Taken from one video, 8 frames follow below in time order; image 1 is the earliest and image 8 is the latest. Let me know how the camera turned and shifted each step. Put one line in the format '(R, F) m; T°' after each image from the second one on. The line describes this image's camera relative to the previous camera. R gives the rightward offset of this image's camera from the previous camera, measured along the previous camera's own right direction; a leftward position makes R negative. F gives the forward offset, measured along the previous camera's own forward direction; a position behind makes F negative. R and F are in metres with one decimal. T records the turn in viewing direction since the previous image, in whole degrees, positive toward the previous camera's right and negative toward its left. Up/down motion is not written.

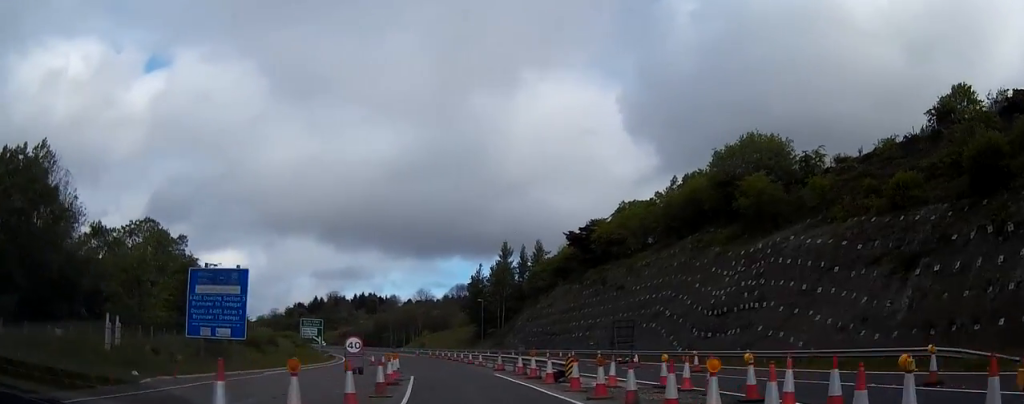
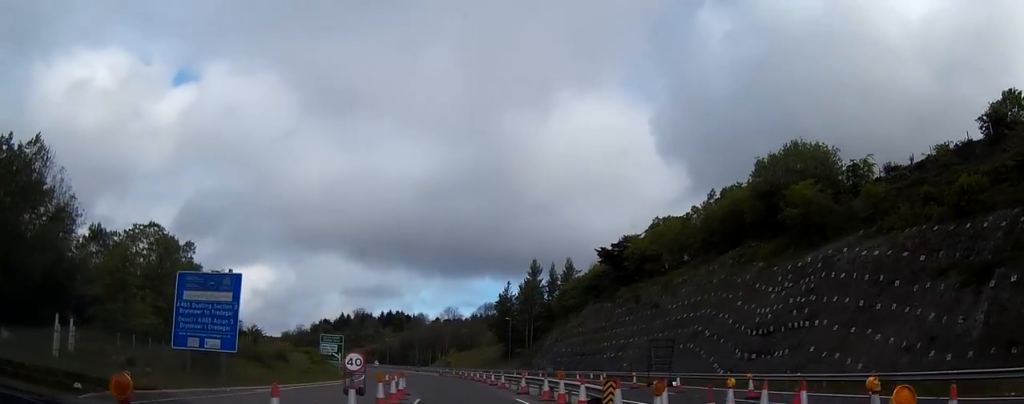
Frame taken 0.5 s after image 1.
(+0.1, +4.6) m; -1°
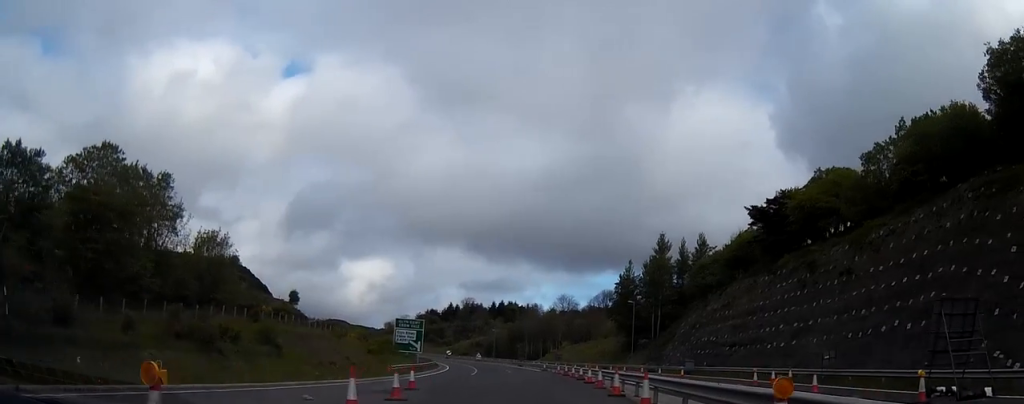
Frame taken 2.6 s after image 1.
(-1.3, +24.0) m; -8°
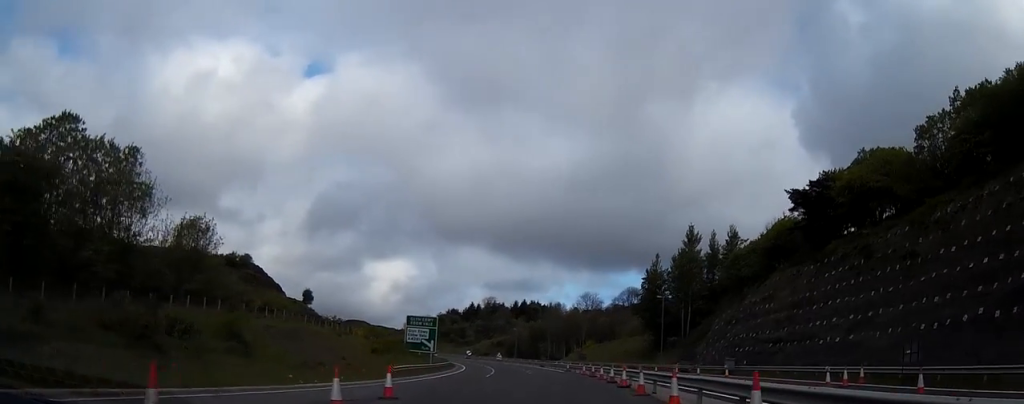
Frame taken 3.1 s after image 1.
(-0.1, +6.9) m; -3°
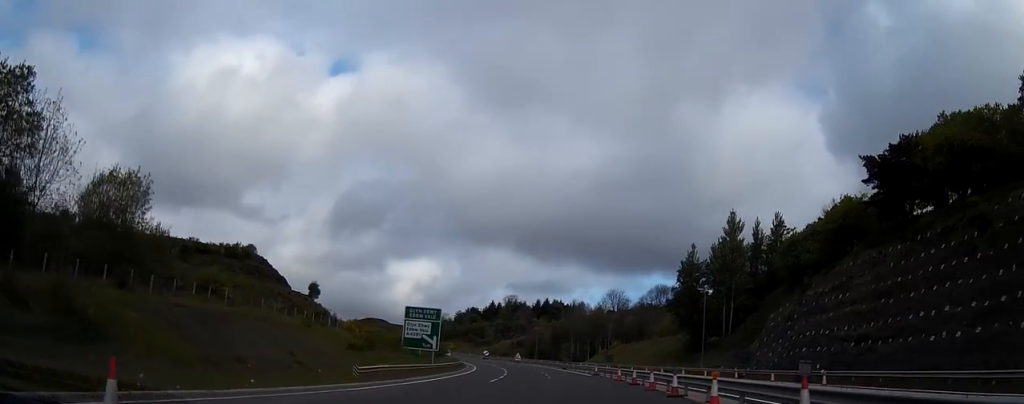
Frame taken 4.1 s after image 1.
(-0.6, +13.3) m; -4°
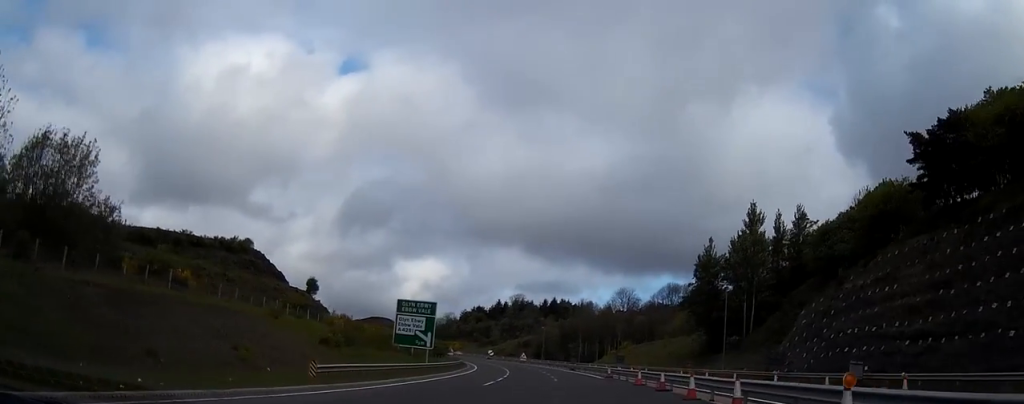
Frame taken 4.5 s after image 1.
(-0.2, +7.4) m; -1°
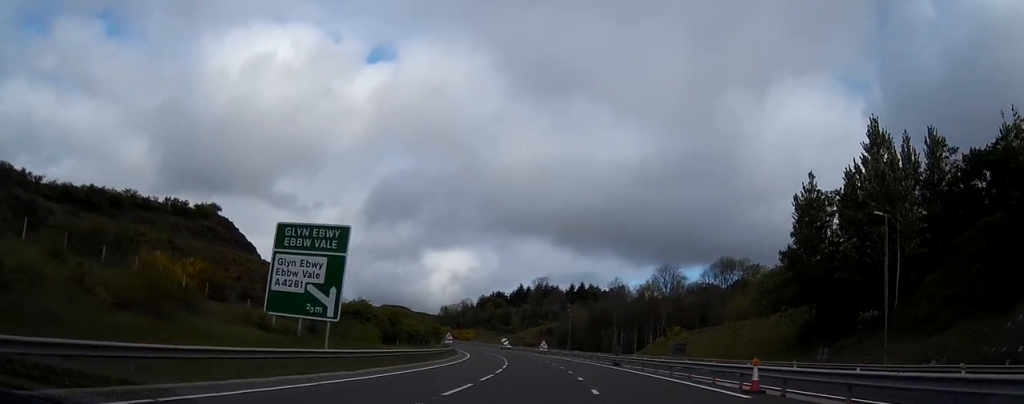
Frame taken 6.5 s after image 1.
(-0.8, +35.2) m; -2°
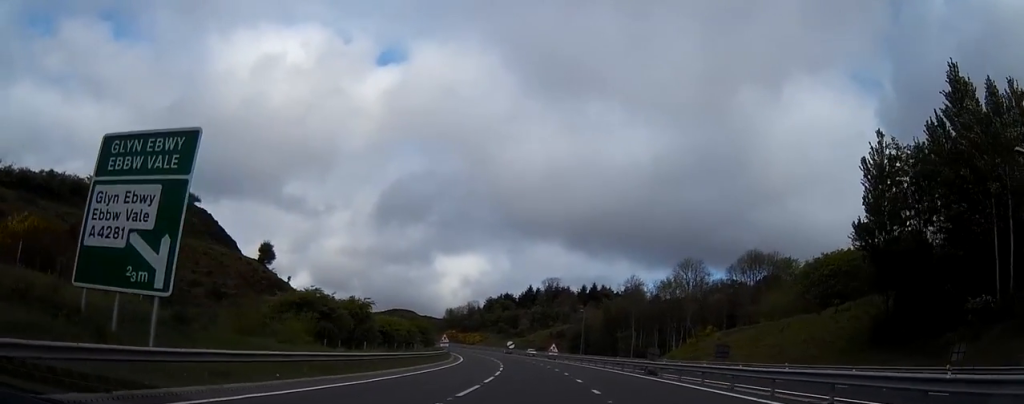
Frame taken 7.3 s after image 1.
(-0.2, +16.7) m; -1°
